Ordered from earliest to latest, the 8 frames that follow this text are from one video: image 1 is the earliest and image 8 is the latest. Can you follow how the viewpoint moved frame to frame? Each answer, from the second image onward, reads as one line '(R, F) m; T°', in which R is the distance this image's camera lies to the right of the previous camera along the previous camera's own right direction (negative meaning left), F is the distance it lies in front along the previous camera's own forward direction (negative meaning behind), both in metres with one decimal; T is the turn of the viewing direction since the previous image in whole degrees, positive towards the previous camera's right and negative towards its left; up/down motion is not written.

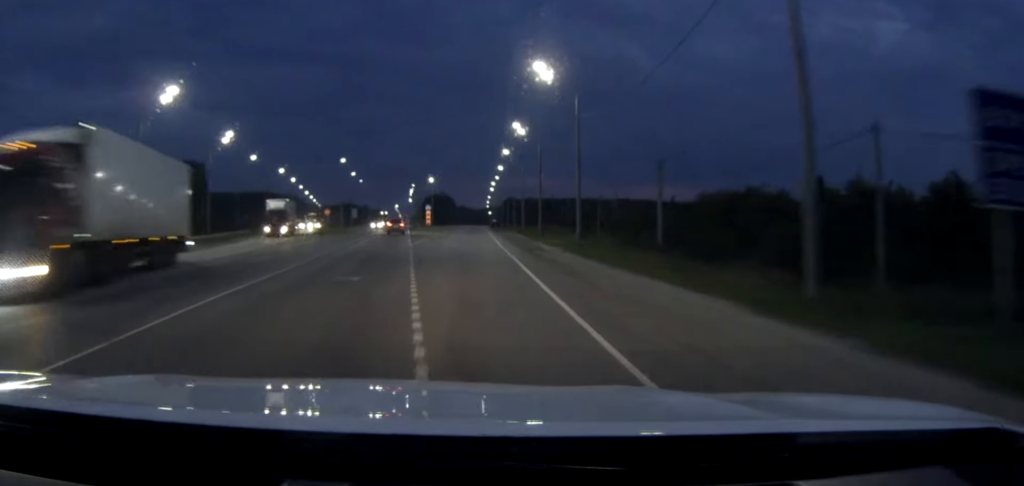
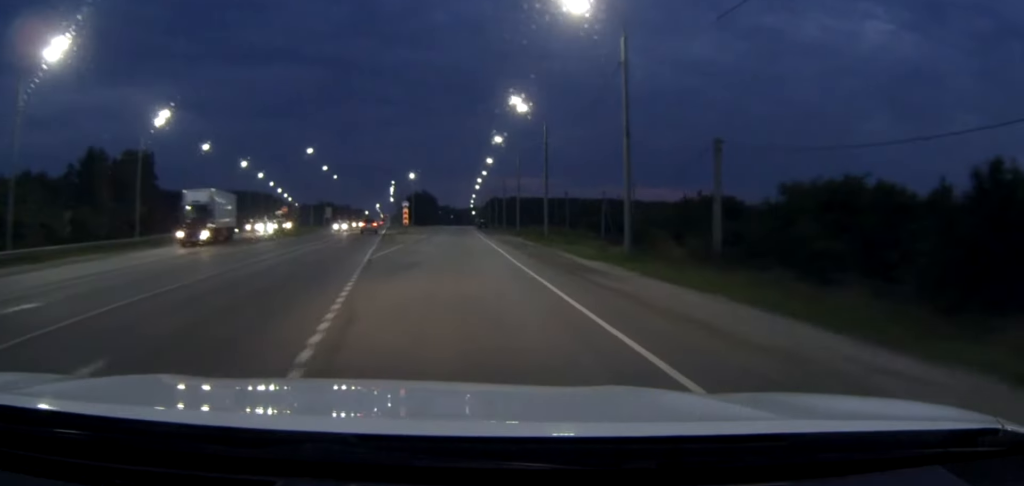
(+0.3, +16.1) m; +1°
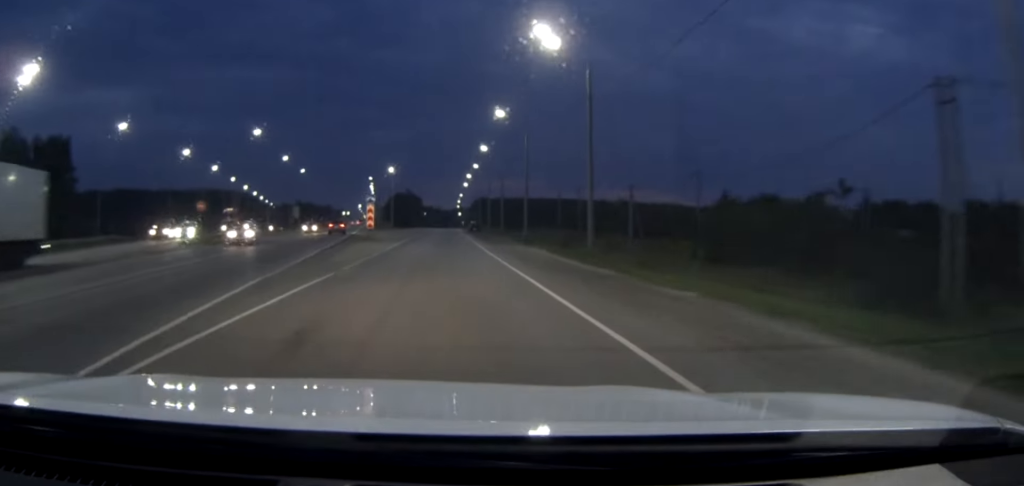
(+0.2, +23.4) m; +1°
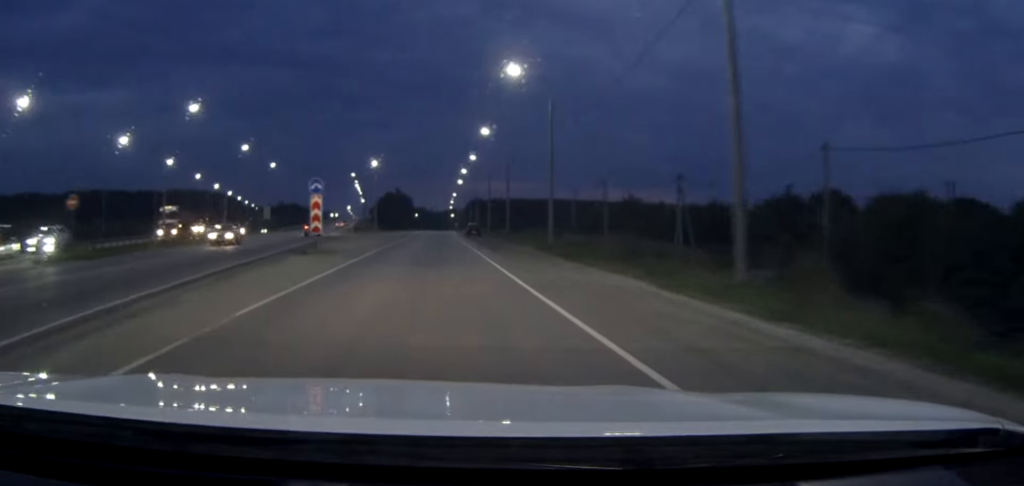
(+0.2, +19.9) m; +1°
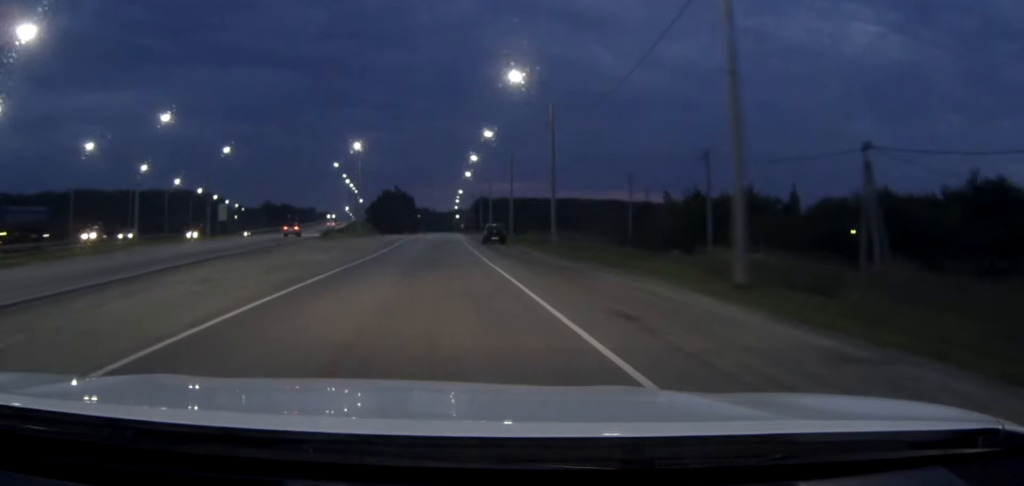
(0.0, +30.0) m; 0°
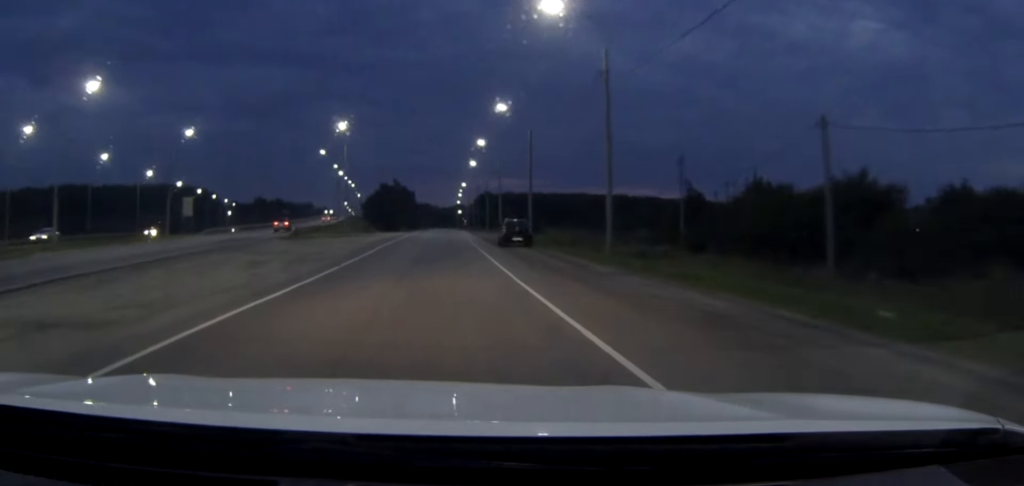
(0.0, +15.9) m; 0°
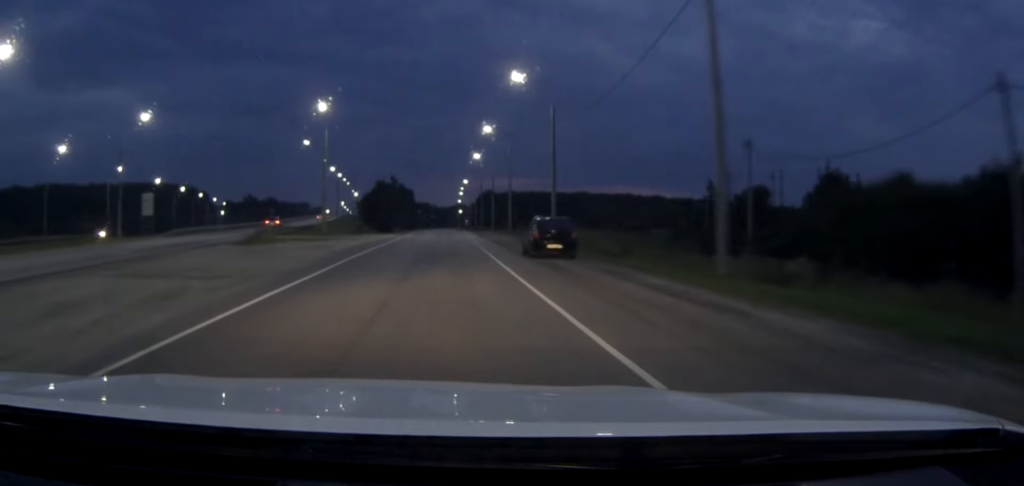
(0.0, +13.4) m; 0°
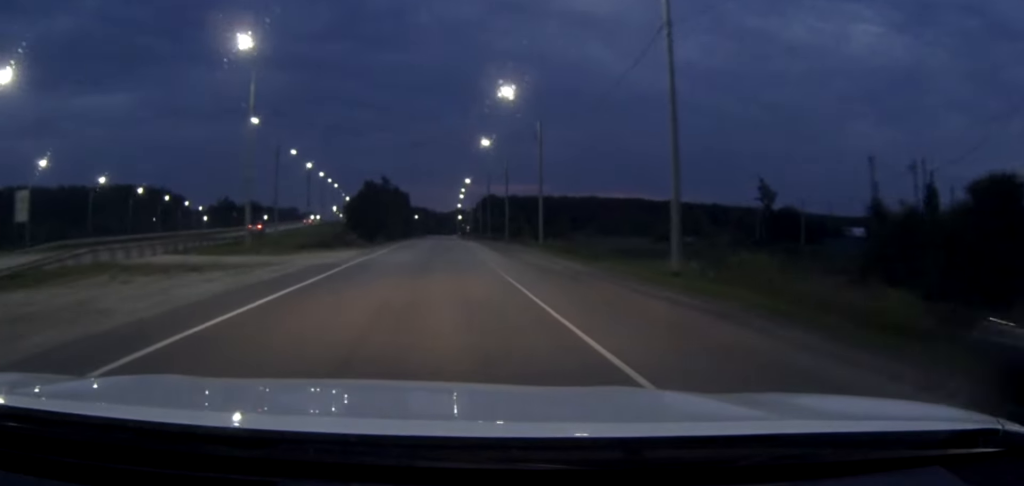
(0.0, +26.5) m; 0°
